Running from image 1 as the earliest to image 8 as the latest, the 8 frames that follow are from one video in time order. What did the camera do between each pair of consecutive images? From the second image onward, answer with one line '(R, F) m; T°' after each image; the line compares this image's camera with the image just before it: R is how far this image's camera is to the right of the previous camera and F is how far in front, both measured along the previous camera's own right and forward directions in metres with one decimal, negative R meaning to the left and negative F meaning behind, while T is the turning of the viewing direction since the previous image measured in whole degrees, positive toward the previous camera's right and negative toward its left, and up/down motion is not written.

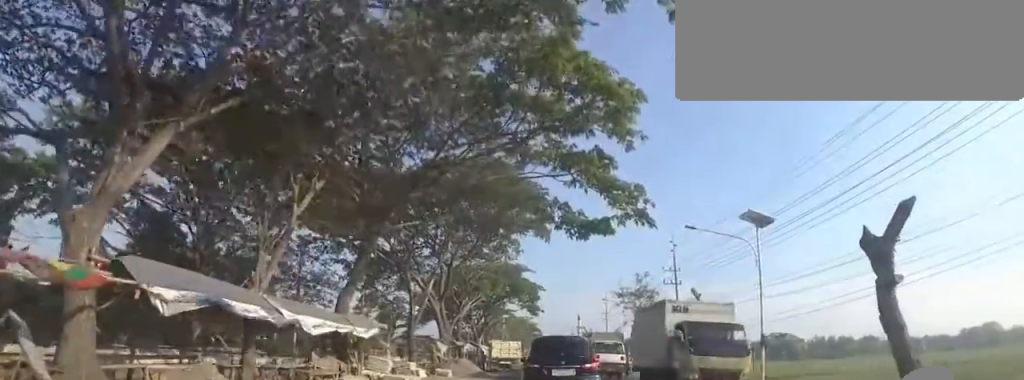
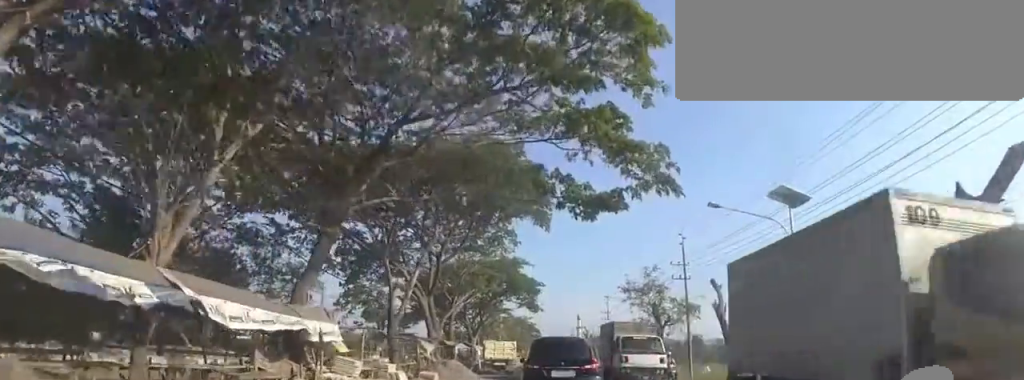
(0.0, +3.0) m; 0°
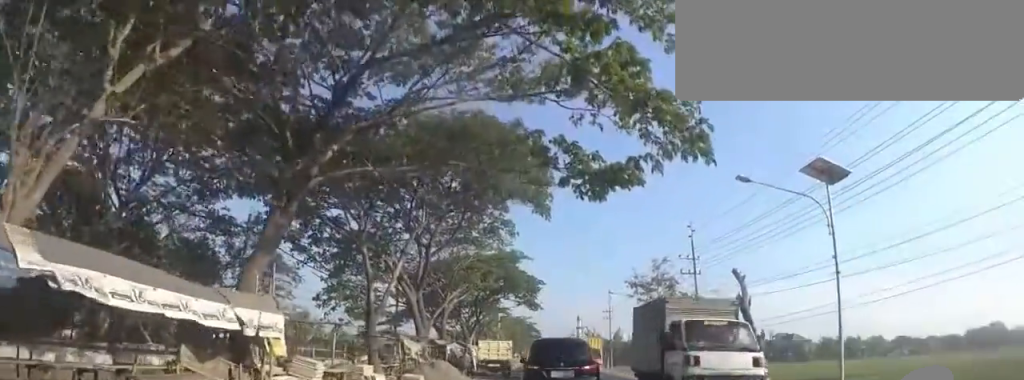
(0.0, +2.7) m; 0°
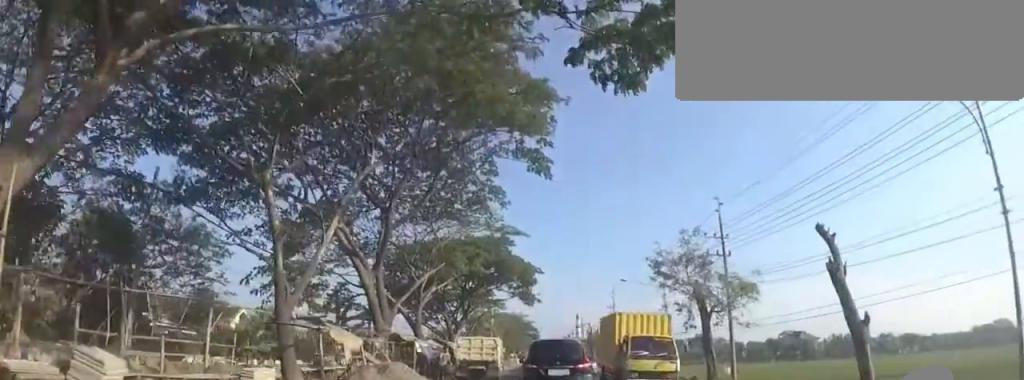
(0.0, +6.6) m; 0°
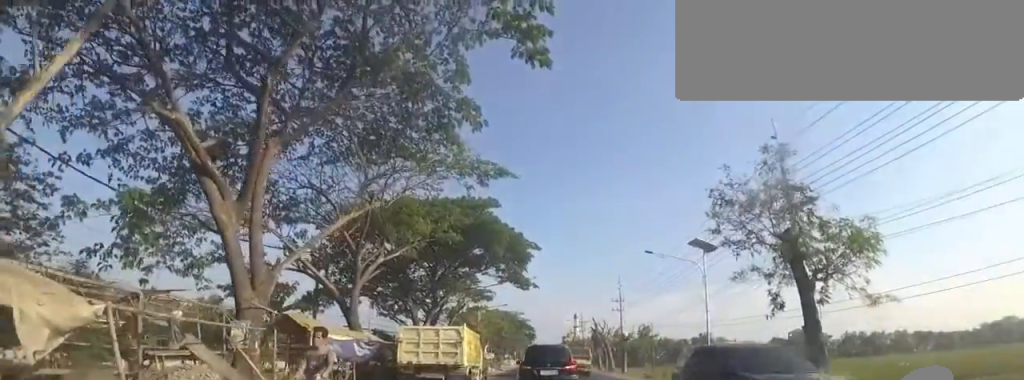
(0.0, +9.6) m; 0°
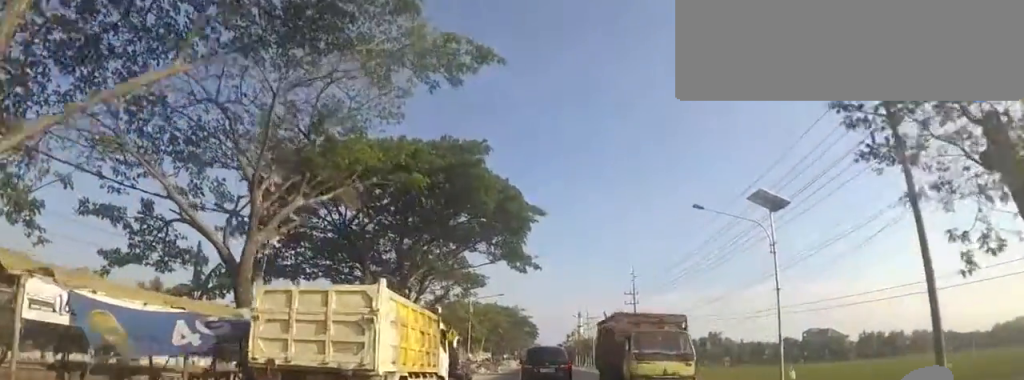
(0.0, +8.5) m; 0°
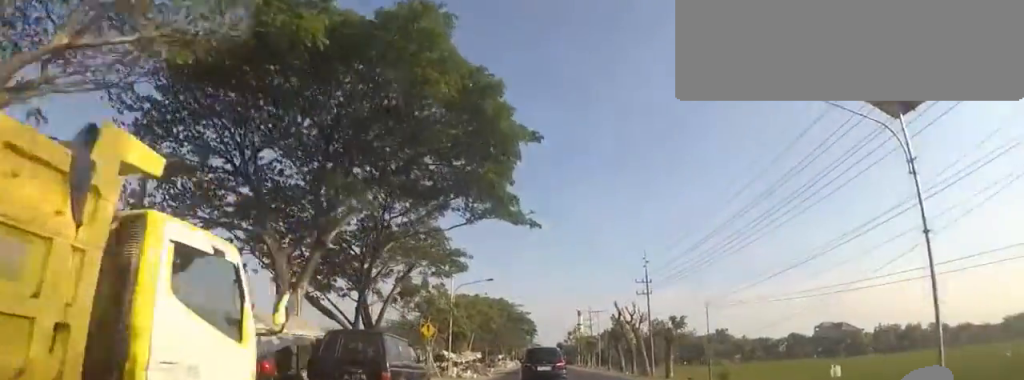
(0.0, +8.5) m; 0°
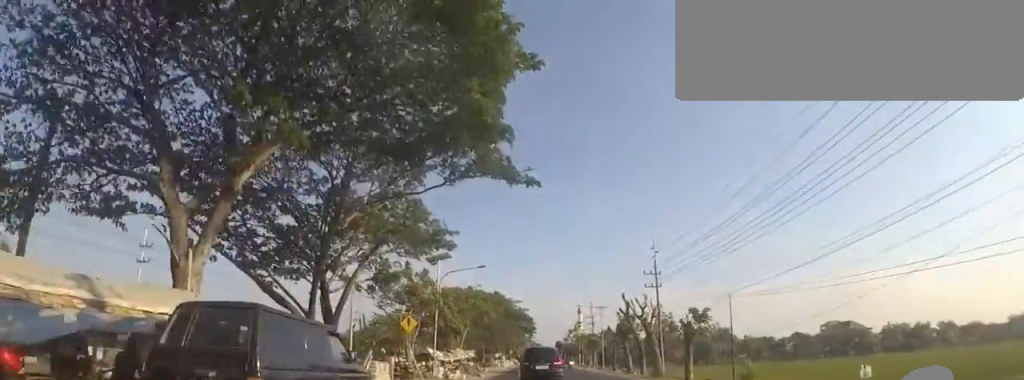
(0.0, +4.6) m; 0°
